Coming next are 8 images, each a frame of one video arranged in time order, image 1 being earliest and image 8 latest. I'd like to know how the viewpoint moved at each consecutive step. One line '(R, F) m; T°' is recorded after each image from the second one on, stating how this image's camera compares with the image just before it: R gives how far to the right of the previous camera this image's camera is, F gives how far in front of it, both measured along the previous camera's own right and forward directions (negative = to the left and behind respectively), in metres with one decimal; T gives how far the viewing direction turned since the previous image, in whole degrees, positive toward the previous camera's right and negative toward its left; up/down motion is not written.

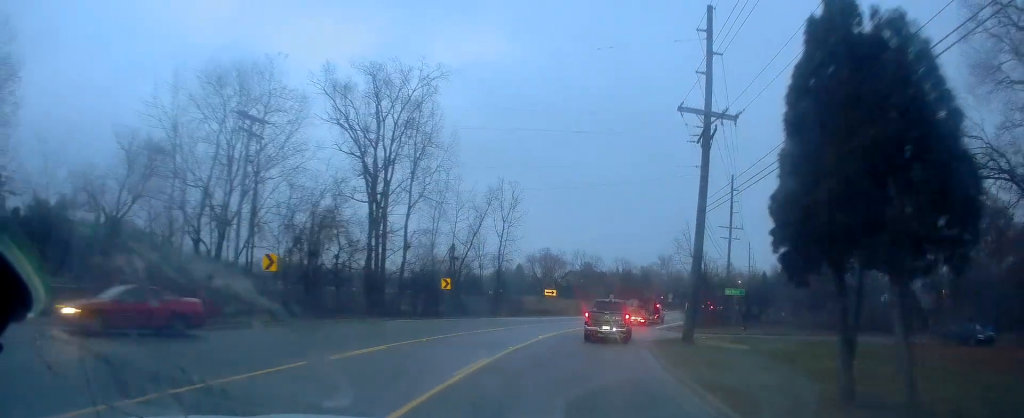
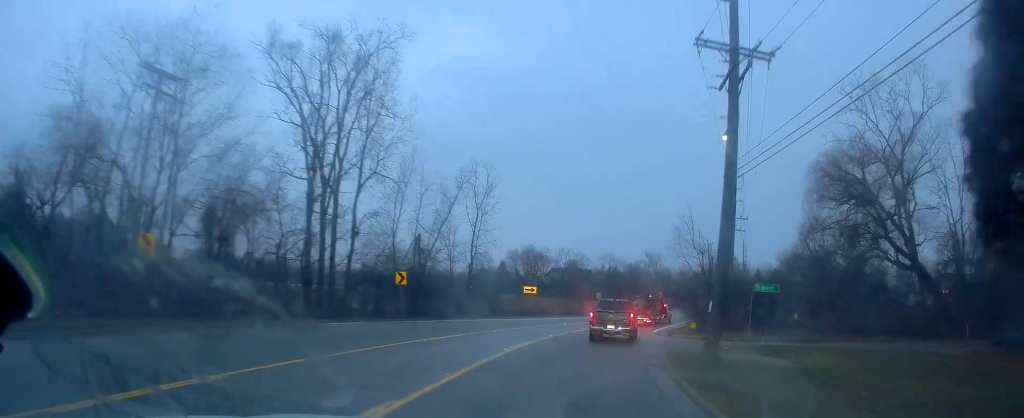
(-0.2, +7.9) m; +2°
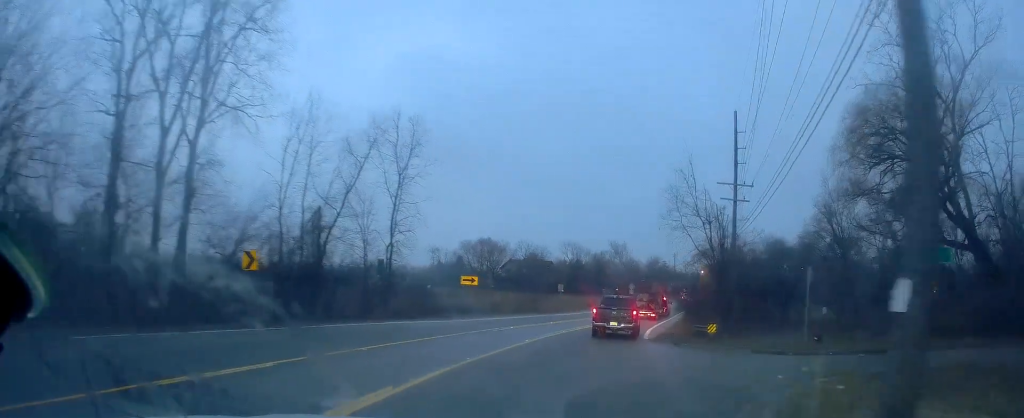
(+0.7, +14.1) m; +3°
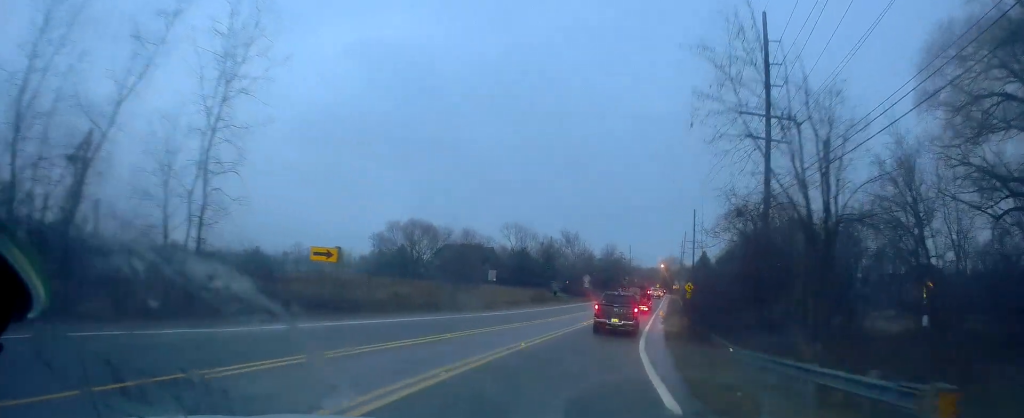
(+0.2, +18.4) m; +5°
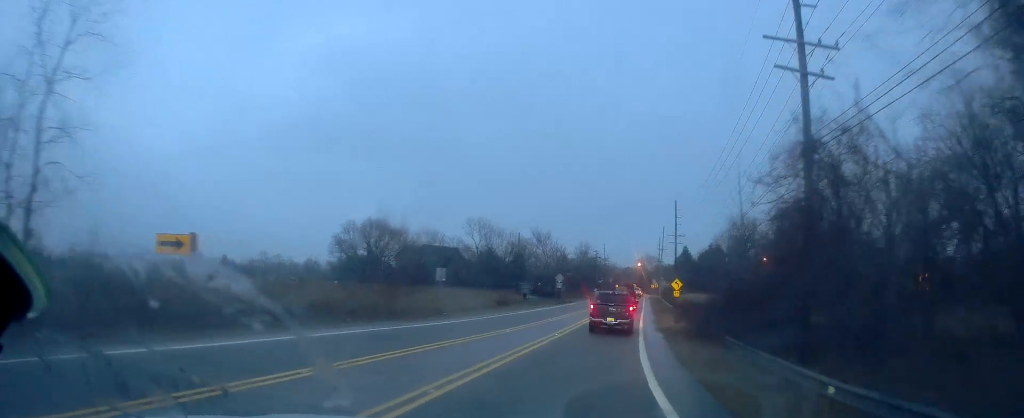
(+0.7, +9.0) m; +2°
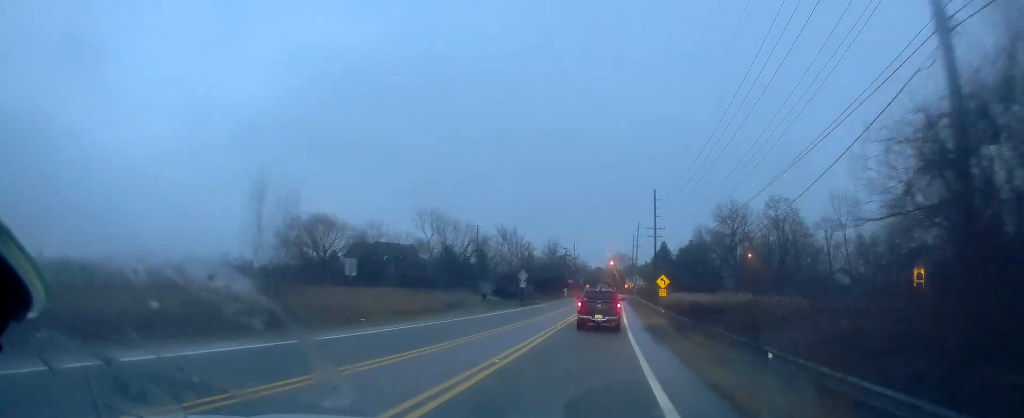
(+0.3, +10.6) m; +2°
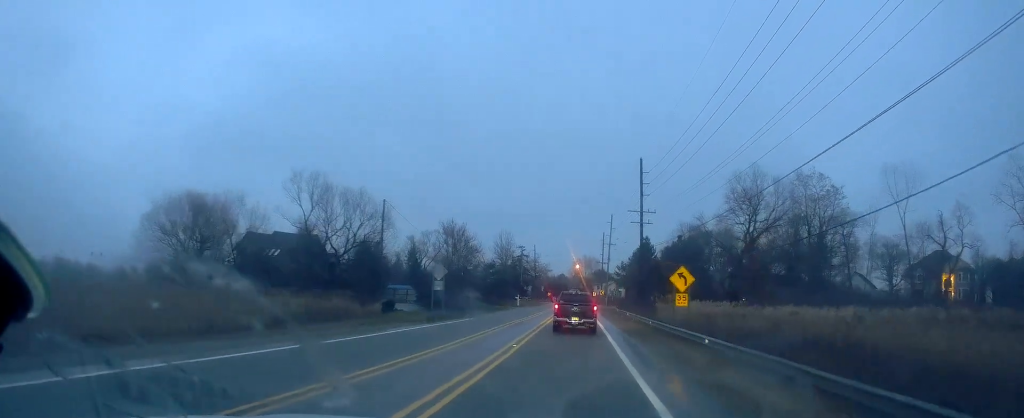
(+1.0, +24.9) m; +5°
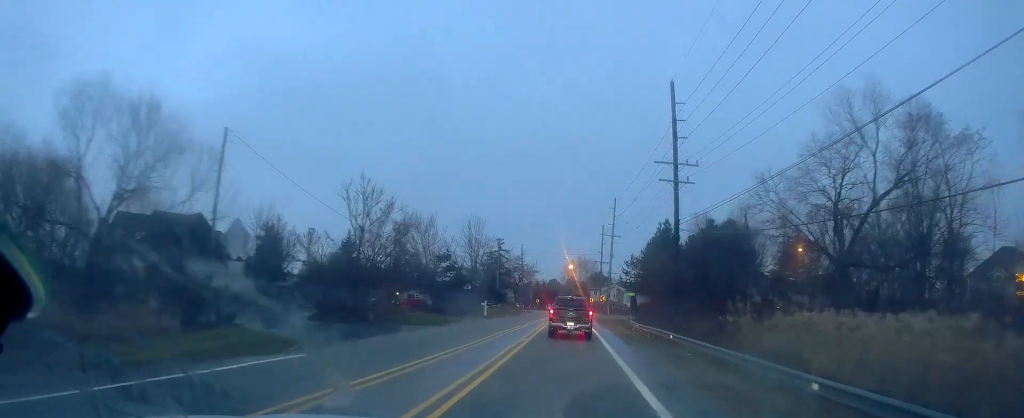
(+0.4, +24.8) m; +2°
